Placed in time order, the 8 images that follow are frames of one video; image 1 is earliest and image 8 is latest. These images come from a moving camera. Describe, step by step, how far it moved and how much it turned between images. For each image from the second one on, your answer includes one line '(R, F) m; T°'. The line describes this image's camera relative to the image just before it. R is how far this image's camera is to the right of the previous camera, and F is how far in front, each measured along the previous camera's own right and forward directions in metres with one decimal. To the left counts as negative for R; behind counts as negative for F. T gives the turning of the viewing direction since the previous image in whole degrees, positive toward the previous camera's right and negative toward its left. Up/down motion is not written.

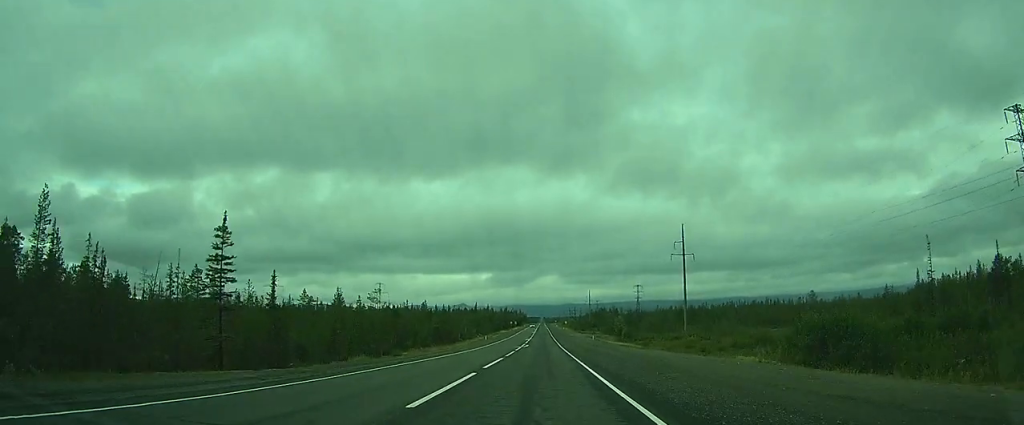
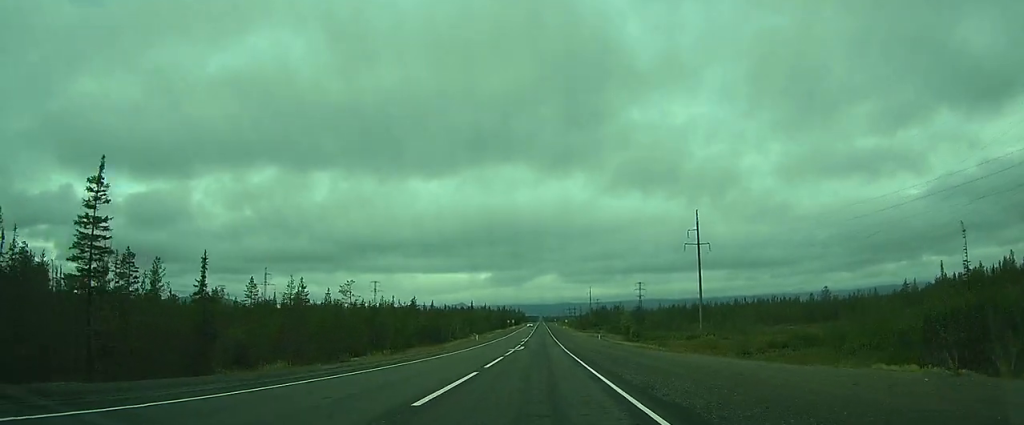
(0.0, +11.3) m; 0°
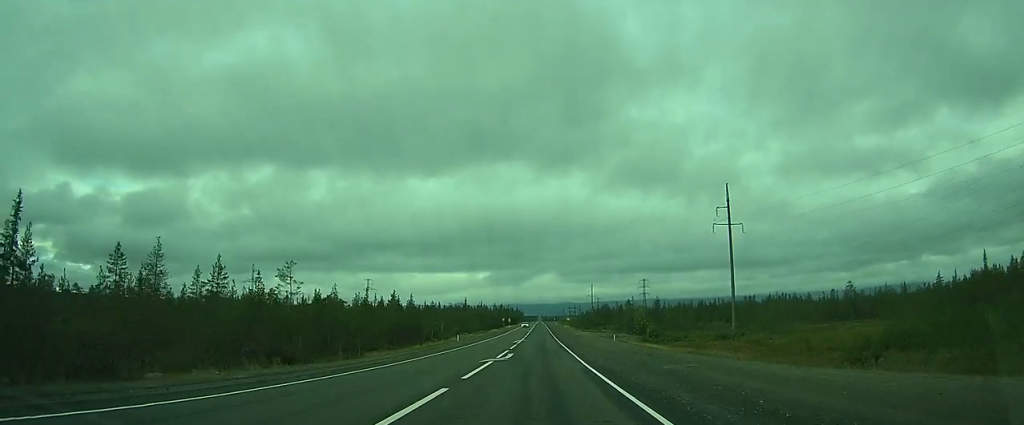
(0.0, +17.4) m; 0°
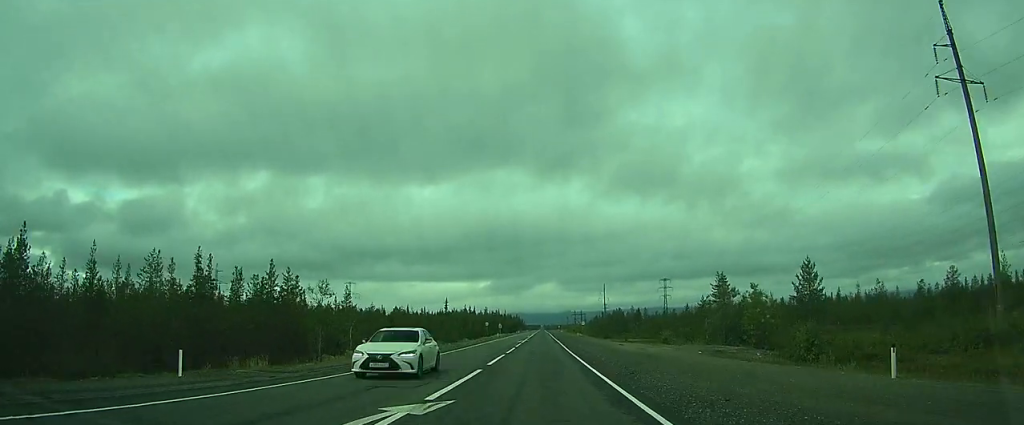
(-0.8, +52.0) m; -2°
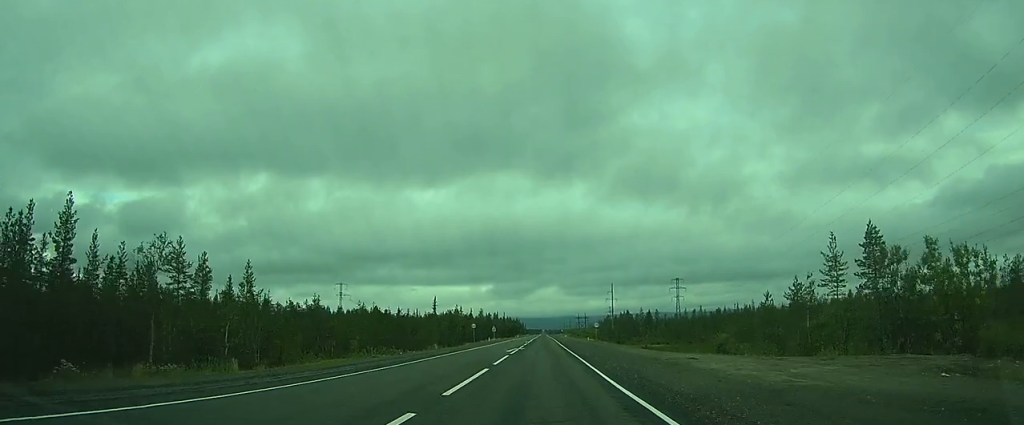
(0.0, +22.9) m; 0°
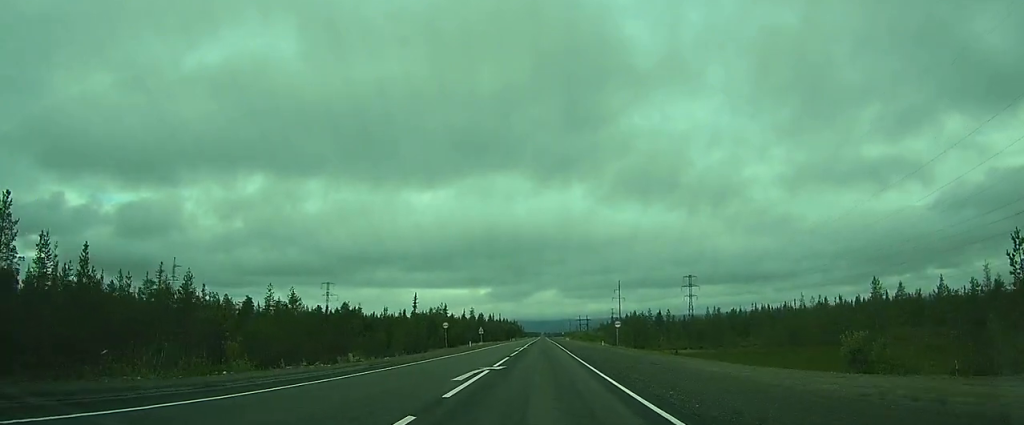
(+0.1, +23.3) m; 0°
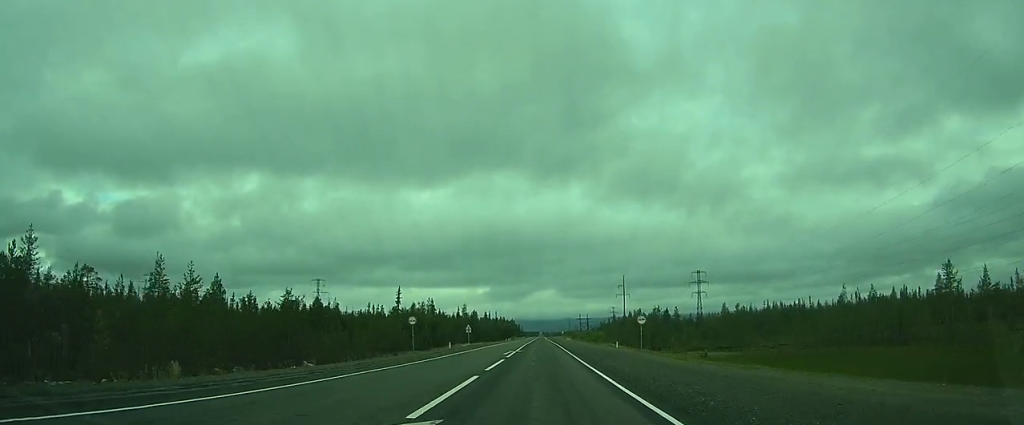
(+0.1, +13.9) m; 0°
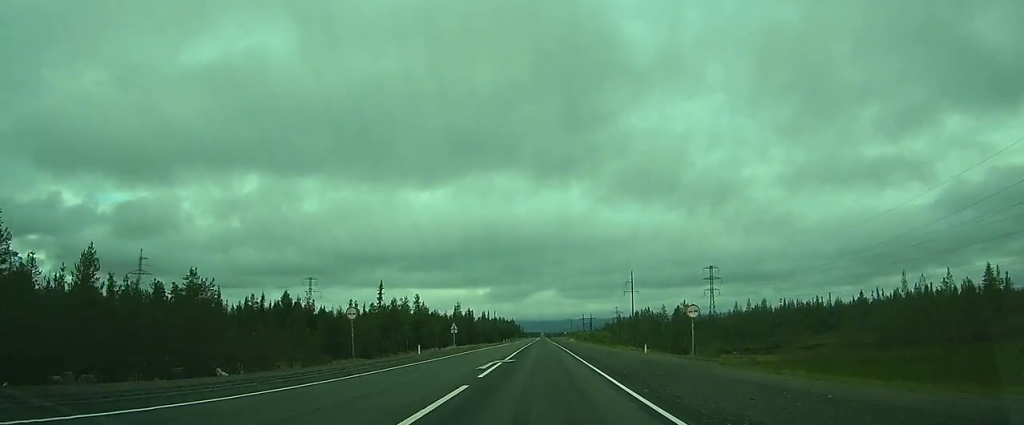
(-0.1, +13.3) m; 0°
